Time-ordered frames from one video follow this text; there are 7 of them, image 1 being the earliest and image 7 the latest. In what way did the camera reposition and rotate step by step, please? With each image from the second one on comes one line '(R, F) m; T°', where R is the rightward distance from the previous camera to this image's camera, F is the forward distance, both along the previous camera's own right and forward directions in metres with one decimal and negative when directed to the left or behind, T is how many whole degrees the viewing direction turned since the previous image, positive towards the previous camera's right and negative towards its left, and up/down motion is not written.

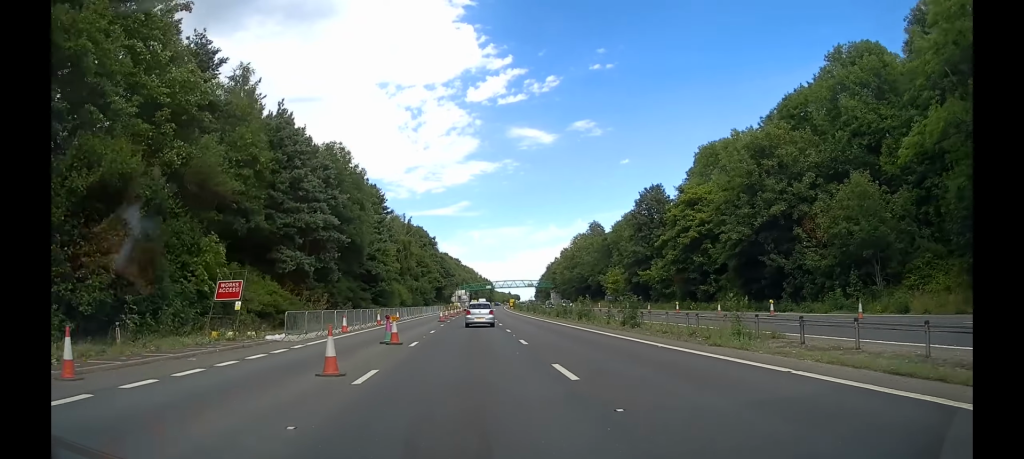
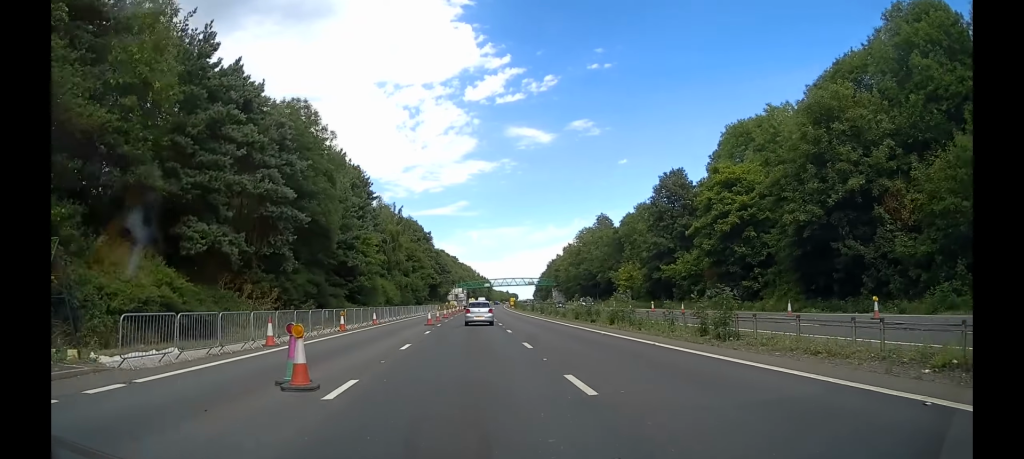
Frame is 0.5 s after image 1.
(+0.1, +10.6) m; 0°
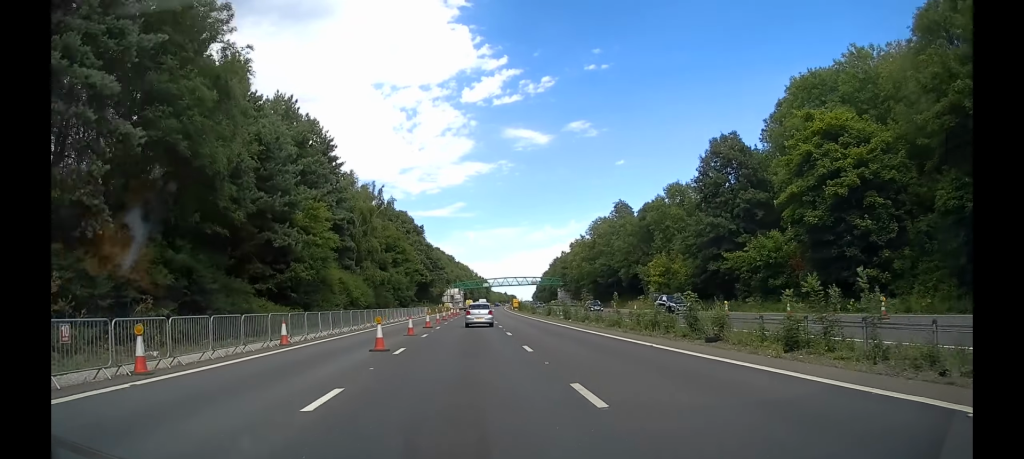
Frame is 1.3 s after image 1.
(-0.1, +18.5) m; -1°
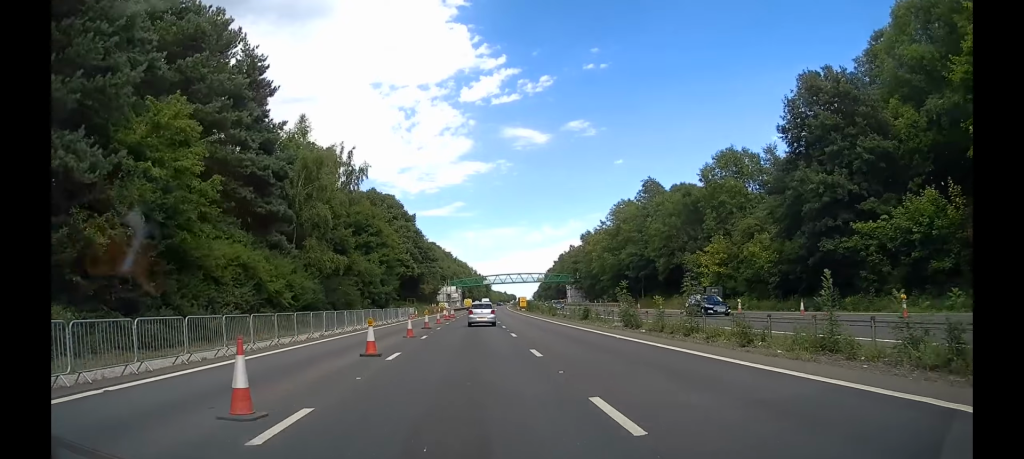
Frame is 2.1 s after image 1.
(-0.2, +19.7) m; 0°
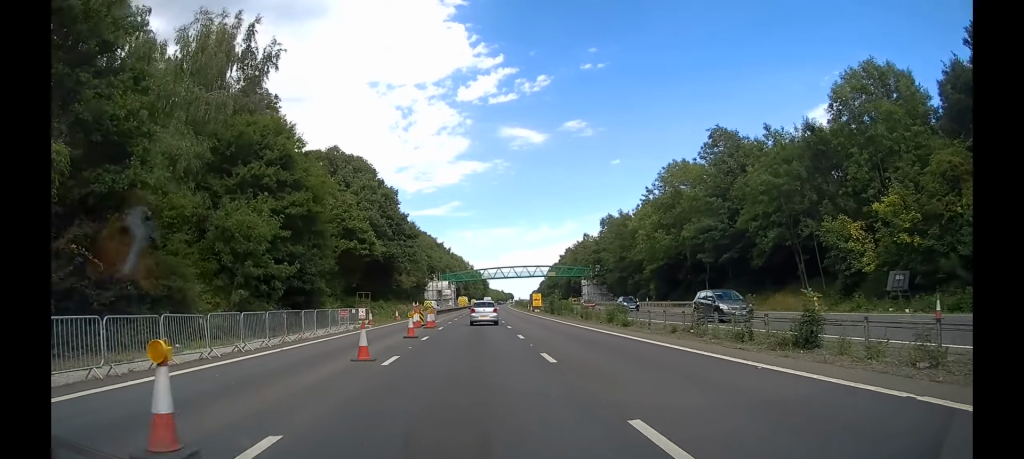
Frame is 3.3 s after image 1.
(+0.2, +28.6) m; +1°
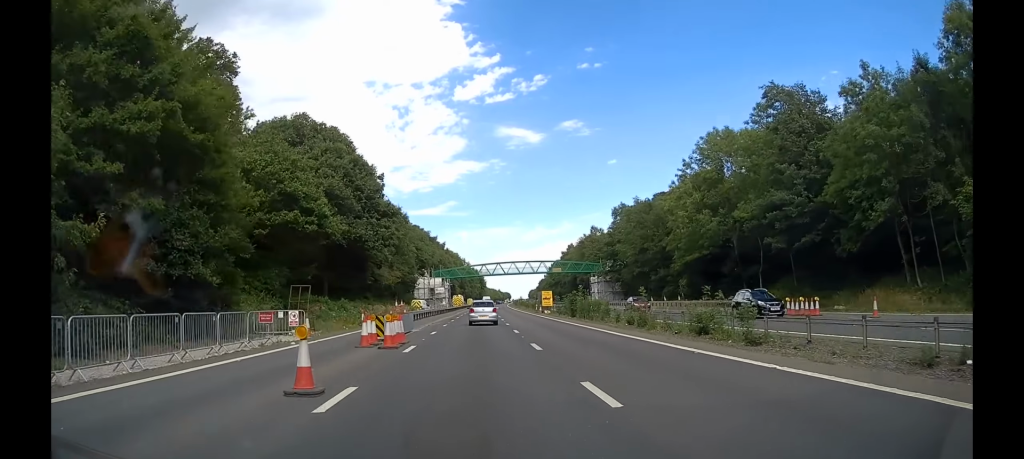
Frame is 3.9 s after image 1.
(+0.1, +14.4) m; 0°
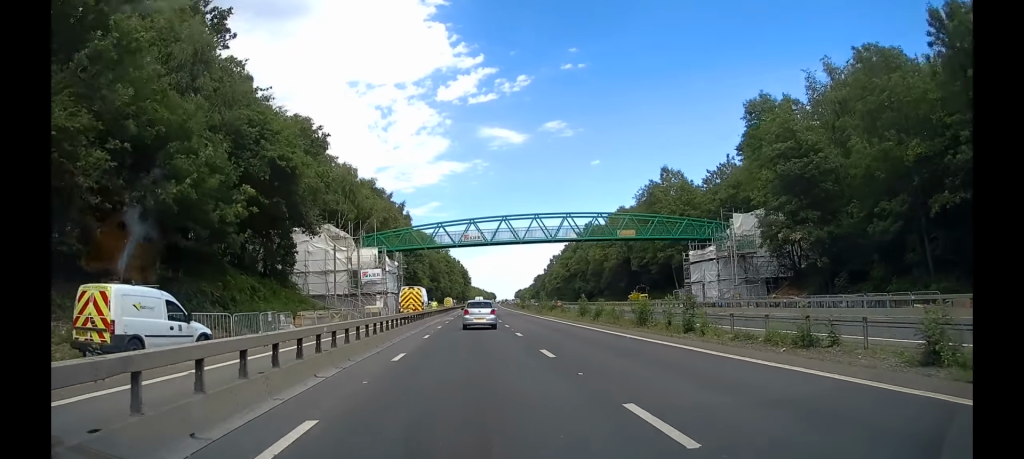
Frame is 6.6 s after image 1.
(+0.5, +65.1) m; +2°
